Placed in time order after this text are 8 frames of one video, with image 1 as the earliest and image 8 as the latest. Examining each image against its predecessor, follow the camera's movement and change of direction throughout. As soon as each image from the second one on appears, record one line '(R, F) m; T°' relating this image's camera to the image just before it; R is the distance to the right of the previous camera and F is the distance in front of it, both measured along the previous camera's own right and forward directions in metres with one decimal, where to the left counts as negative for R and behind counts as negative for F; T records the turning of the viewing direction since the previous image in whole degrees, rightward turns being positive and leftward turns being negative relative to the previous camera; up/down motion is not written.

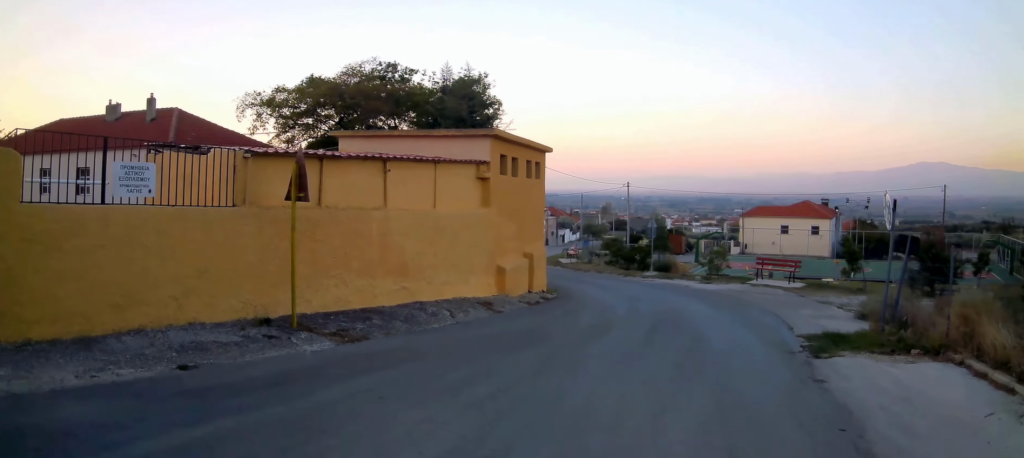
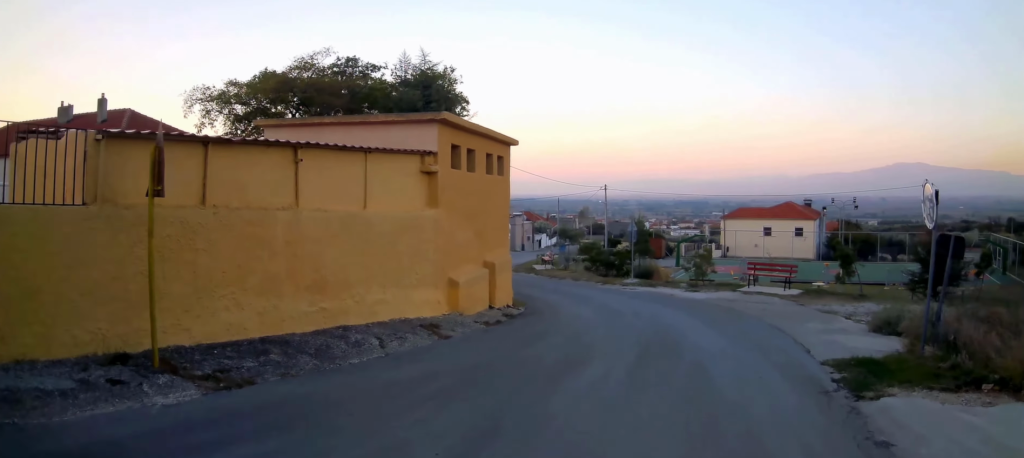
(0.0, +2.2) m; +3°
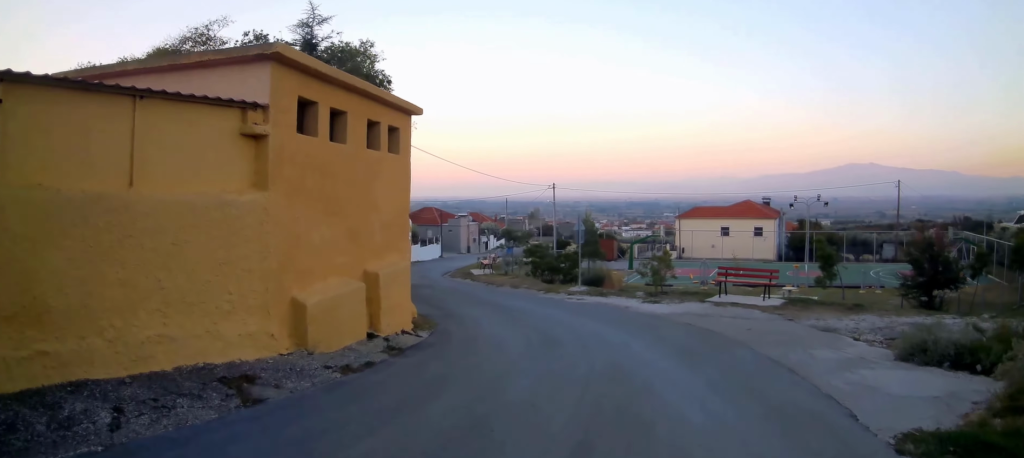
(+0.1, +4.0) m; 0°
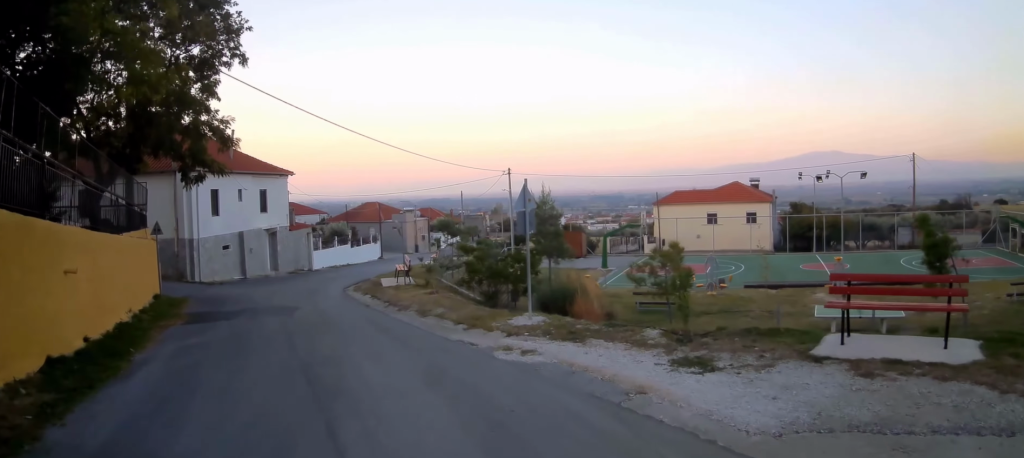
(-0.2, +10.9) m; -10°
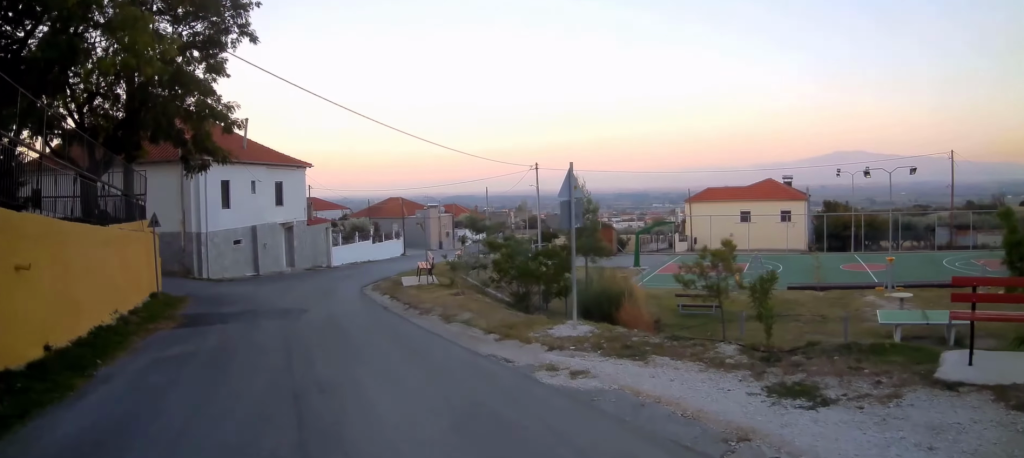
(0.0, +1.9) m; -5°
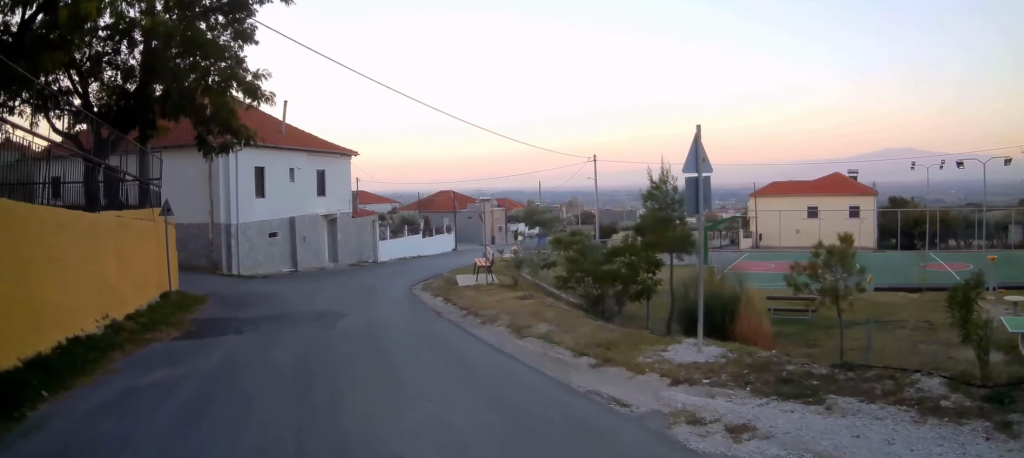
(-0.3, +3.0) m; -6°
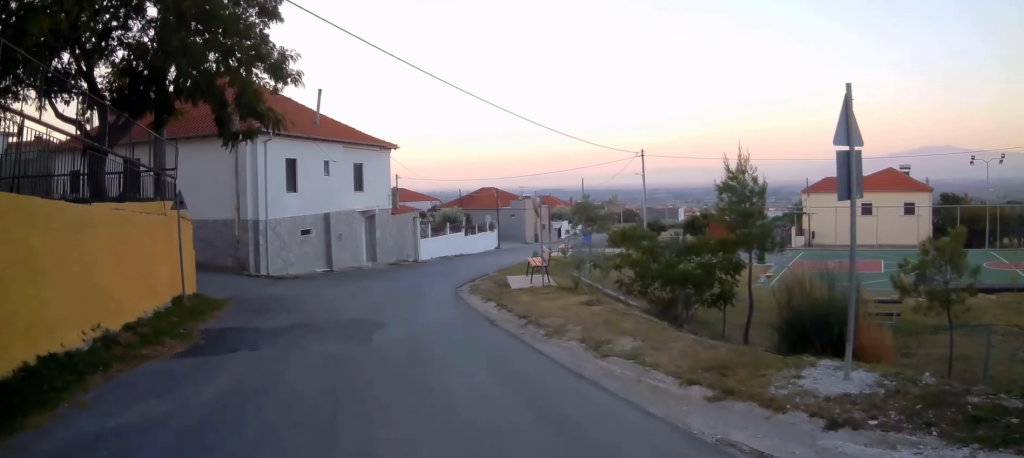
(-0.1, +2.2) m; -4°
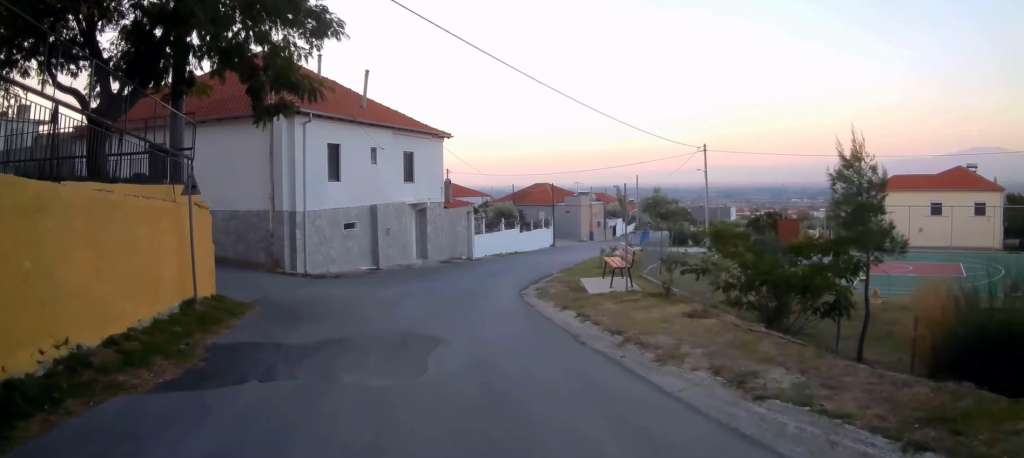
(0.0, +2.8) m; -5°
